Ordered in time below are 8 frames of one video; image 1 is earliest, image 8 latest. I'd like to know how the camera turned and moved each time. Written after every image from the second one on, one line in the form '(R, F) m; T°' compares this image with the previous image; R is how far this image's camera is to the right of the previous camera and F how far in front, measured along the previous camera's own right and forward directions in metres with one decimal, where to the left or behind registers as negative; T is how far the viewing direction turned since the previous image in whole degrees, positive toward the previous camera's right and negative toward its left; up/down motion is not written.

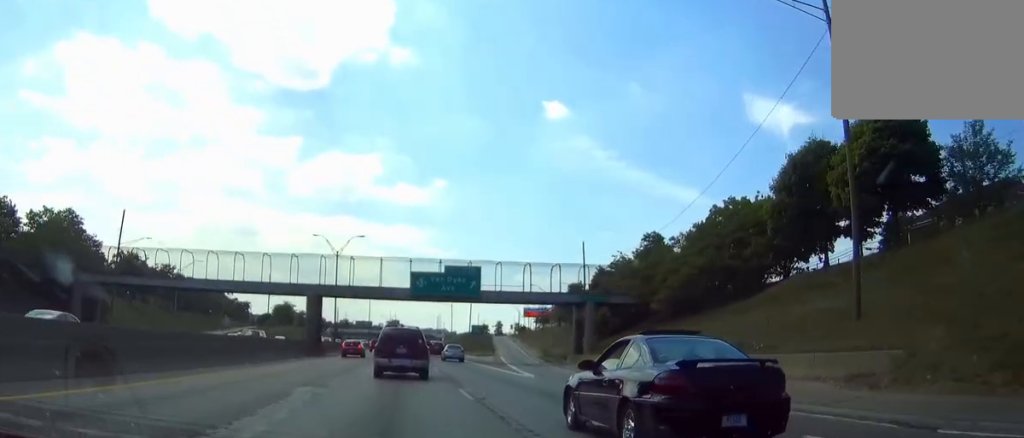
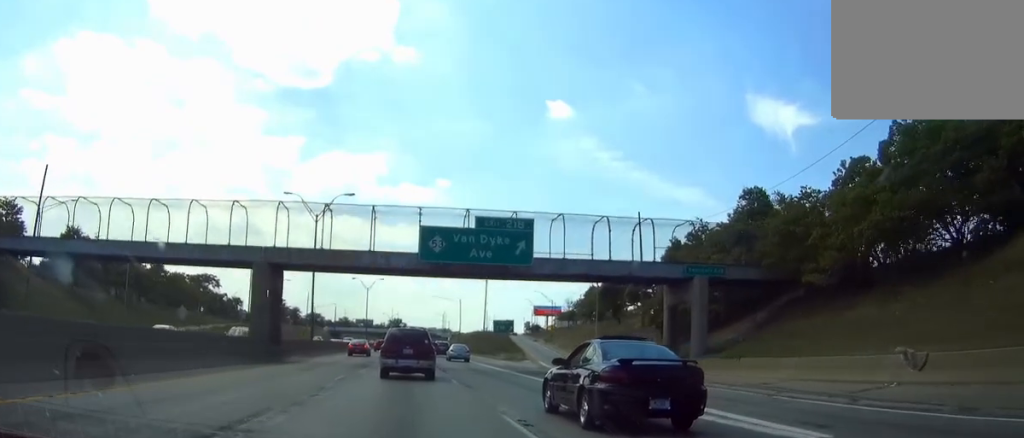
(+0.1, +23.3) m; +1°
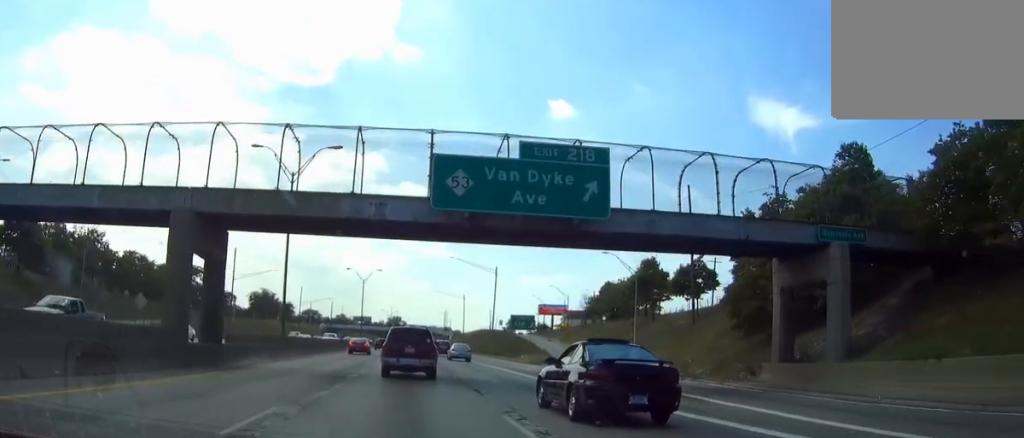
(+0.1, +14.1) m; 0°
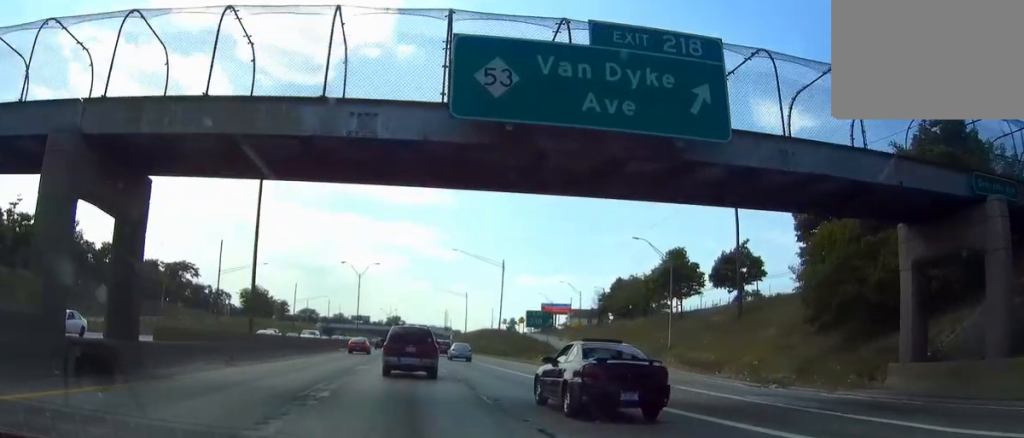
(+0.1, +9.7) m; 0°
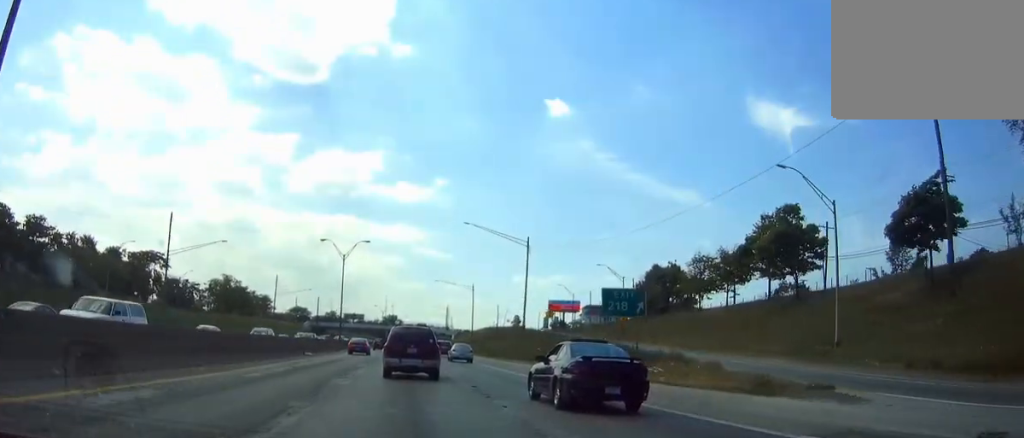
(-0.3, +24.7) m; 0°
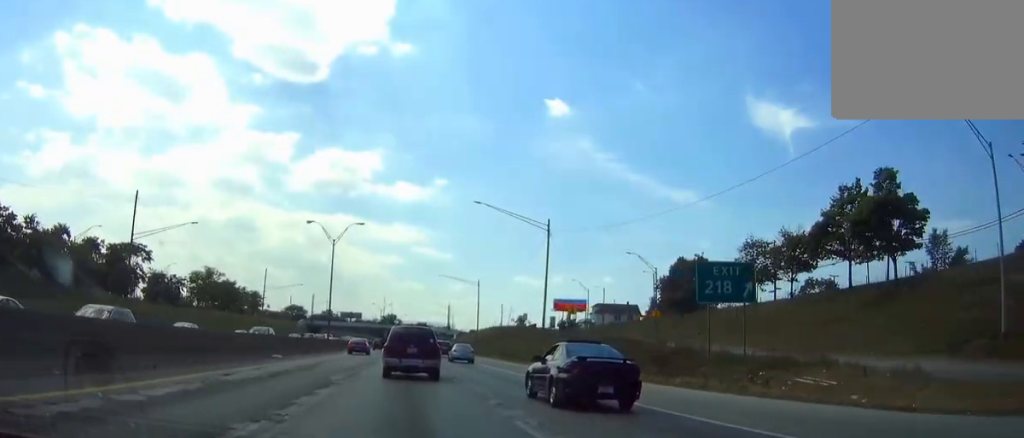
(+0.1, +12.6) m; +1°
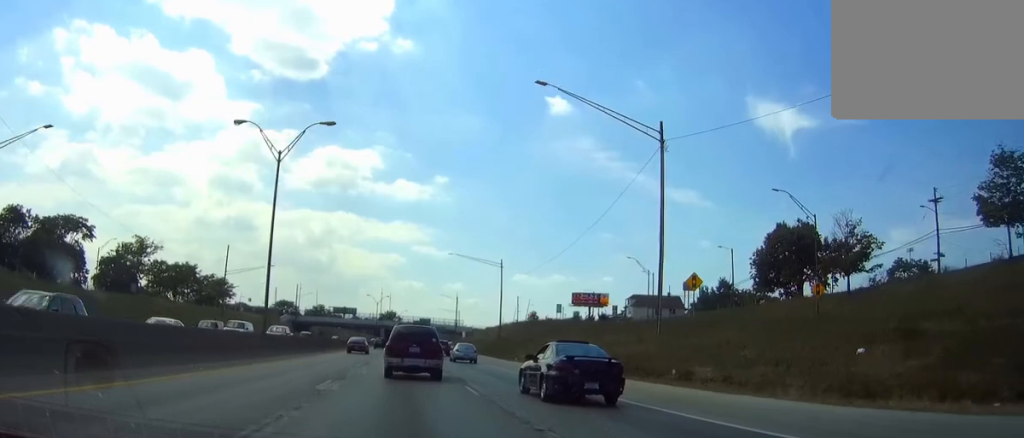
(+0.8, +34.4) m; +2°
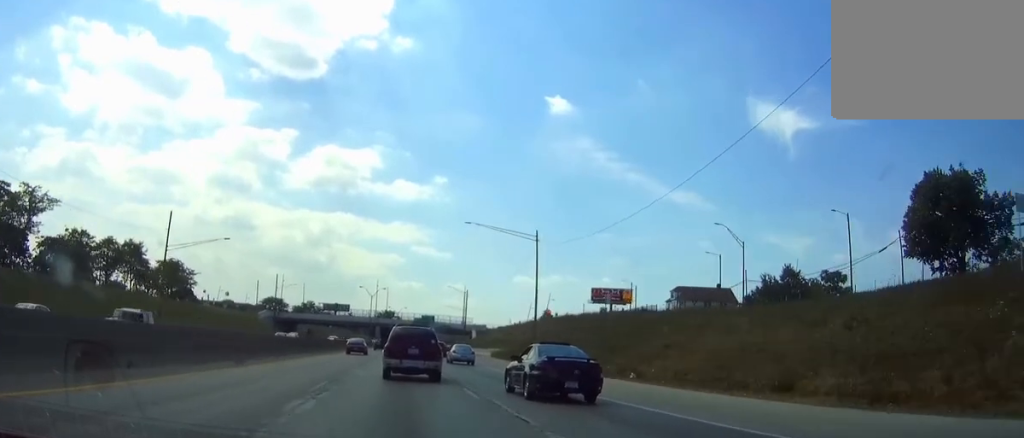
(-0.1, +31.0) m; -2°
